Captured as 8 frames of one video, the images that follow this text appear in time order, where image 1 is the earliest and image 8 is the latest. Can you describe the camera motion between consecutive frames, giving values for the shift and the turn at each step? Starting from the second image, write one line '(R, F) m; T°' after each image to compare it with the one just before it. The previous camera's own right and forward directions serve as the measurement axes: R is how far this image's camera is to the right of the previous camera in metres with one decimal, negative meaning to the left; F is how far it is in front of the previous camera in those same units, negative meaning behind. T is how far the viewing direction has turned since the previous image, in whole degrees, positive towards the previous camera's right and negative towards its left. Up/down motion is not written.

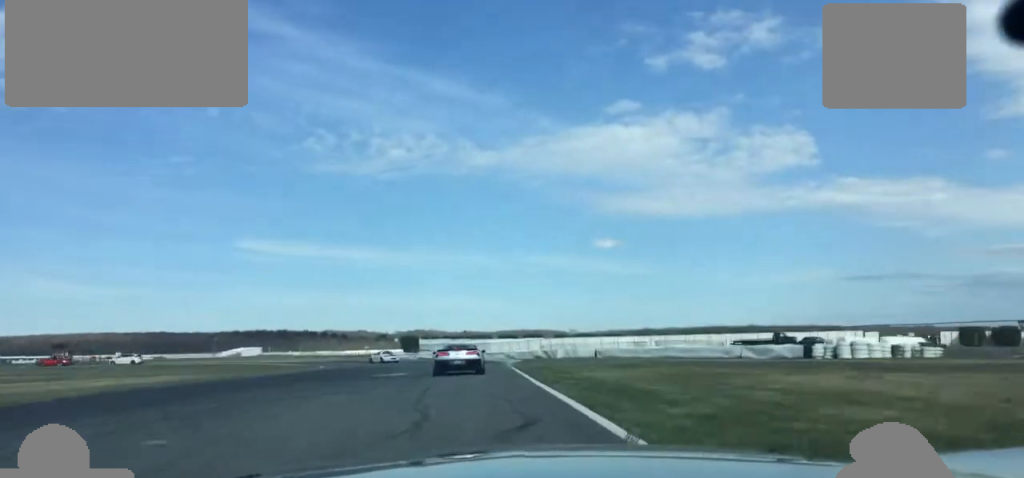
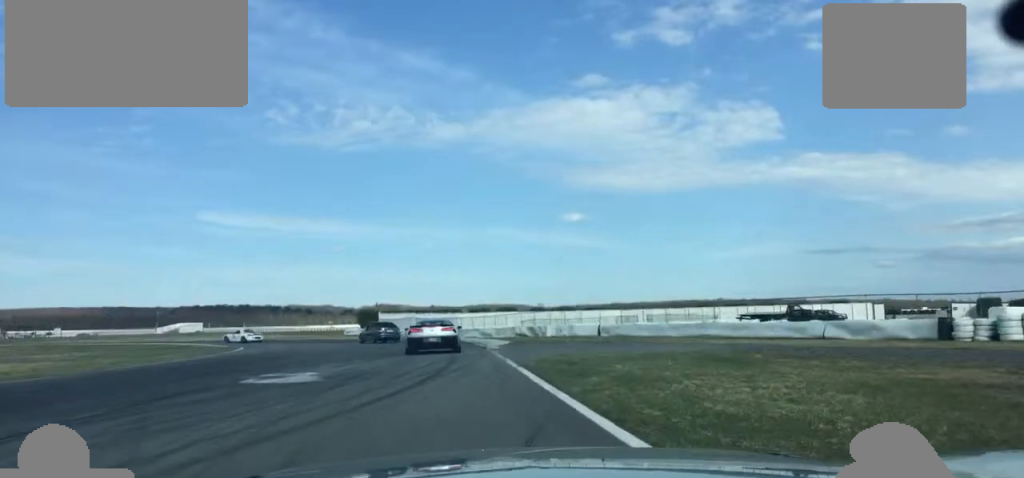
(+1.0, +15.9) m; +1°
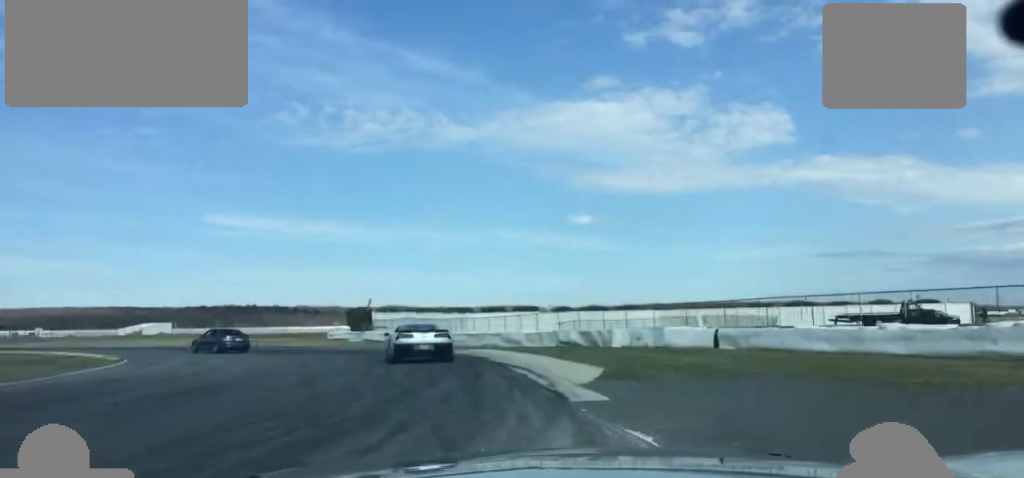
(+0.2, +22.6) m; -2°
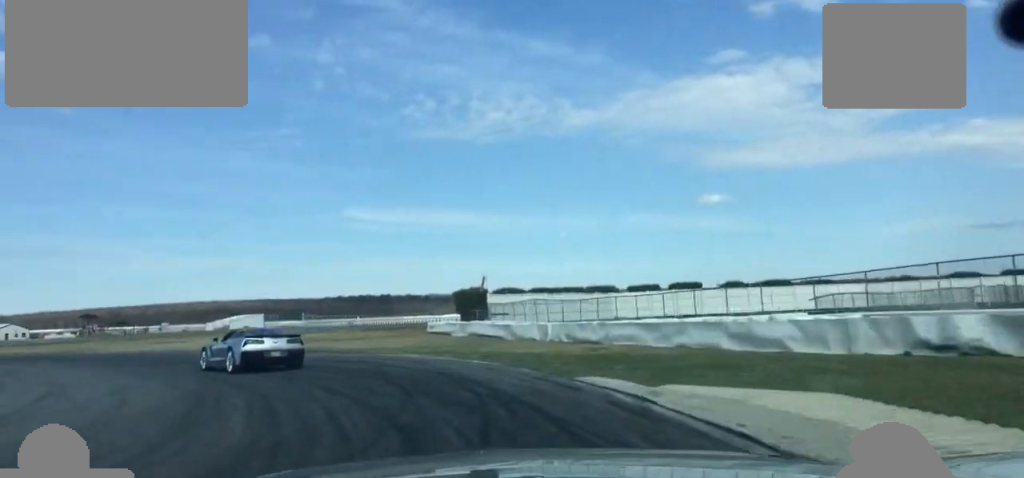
(-1.6, +27.5) m; -12°
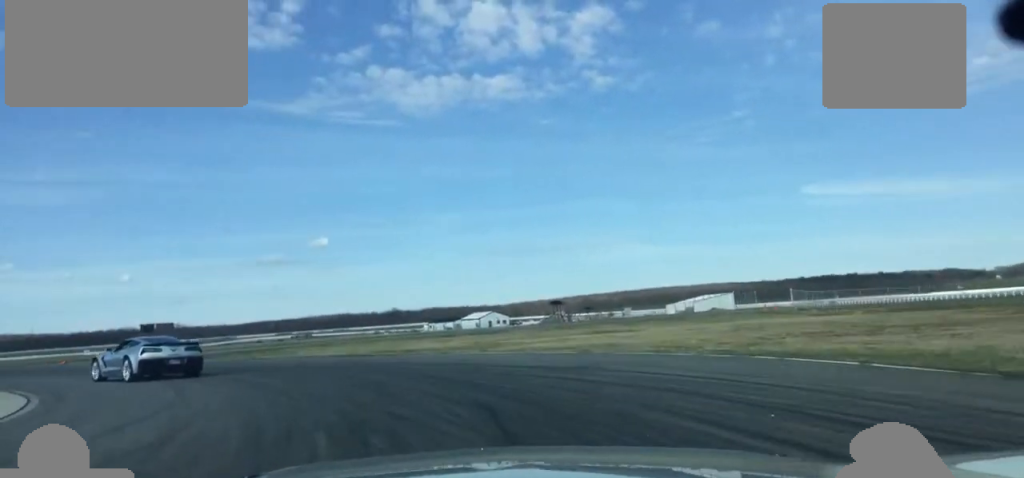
(-6.2, +27.2) m; -30°
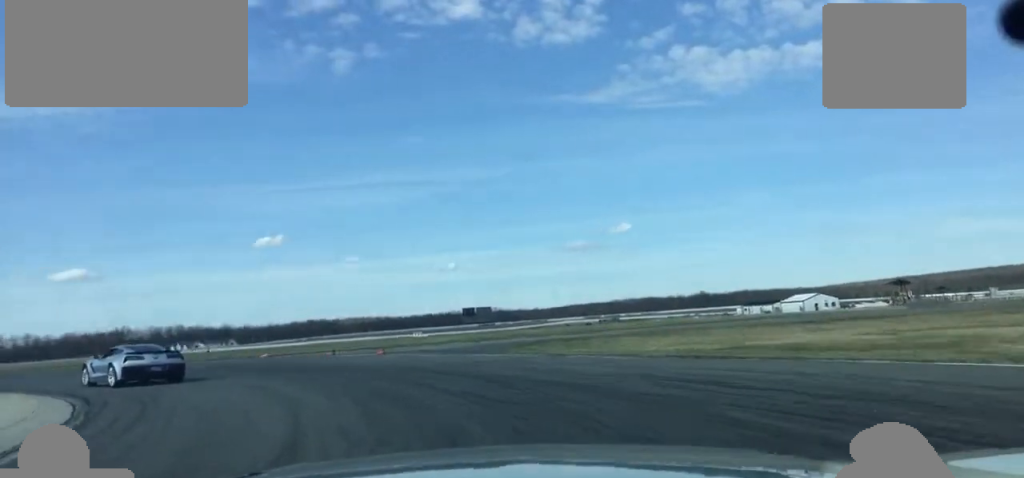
(-2.4, +15.6) m; -20°
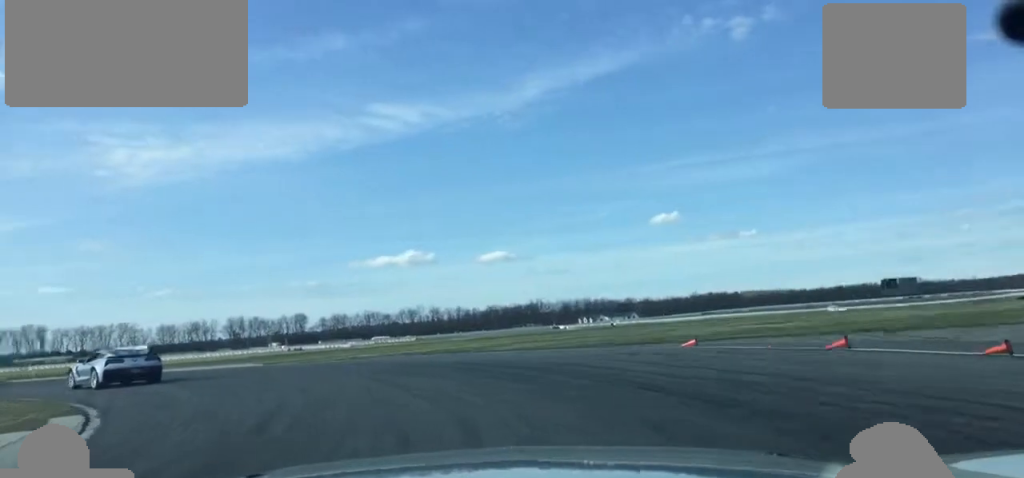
(-4.9, +21.1) m; -25°
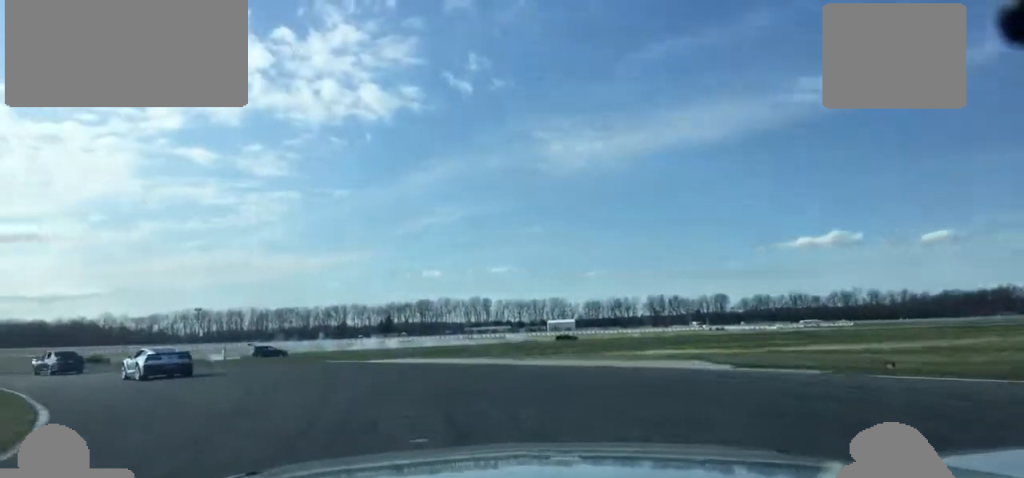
(-5.7, +22.7) m; -26°
